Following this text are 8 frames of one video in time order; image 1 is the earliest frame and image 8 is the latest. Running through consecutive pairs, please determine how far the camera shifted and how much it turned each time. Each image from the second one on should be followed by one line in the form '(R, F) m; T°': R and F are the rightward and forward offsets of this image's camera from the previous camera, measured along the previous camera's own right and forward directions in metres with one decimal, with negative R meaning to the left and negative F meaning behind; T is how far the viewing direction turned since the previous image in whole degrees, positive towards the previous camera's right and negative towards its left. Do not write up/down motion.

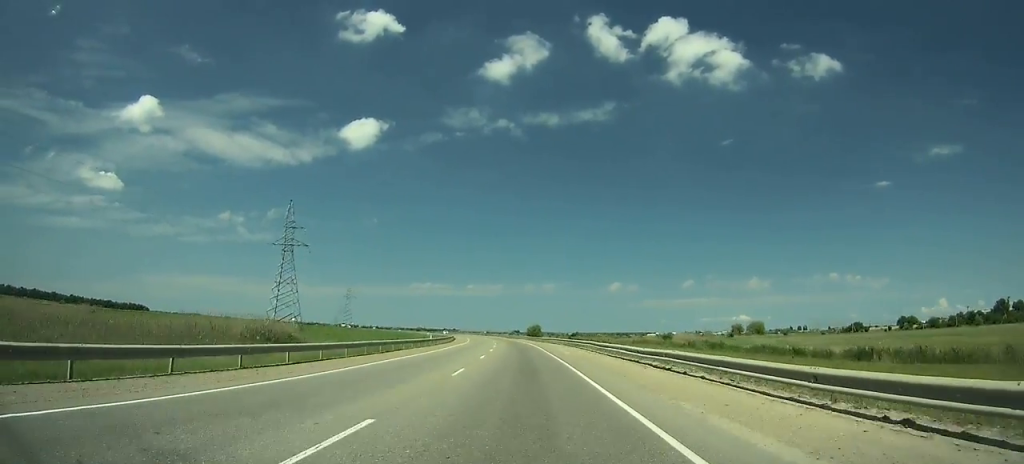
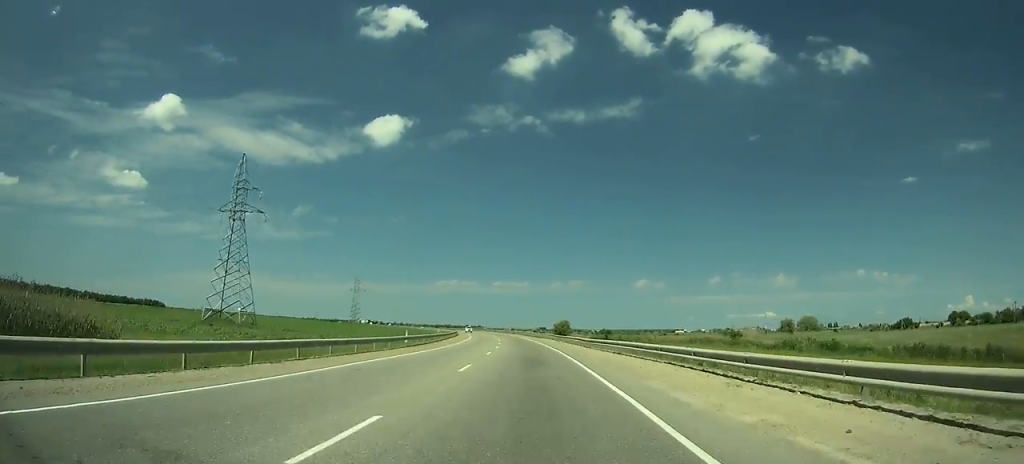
(-0.4, +36.4) m; -2°
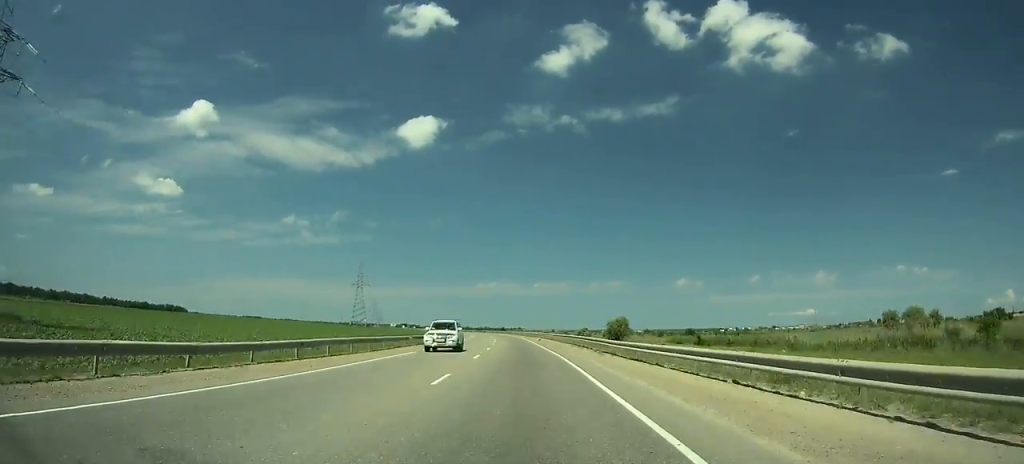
(-2.8, +64.7) m; -5°
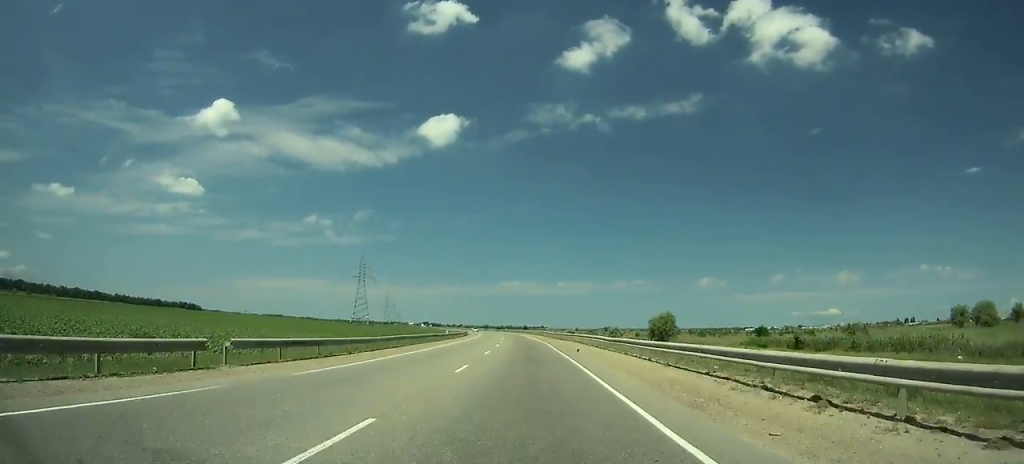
(-0.7, +32.7) m; -2°
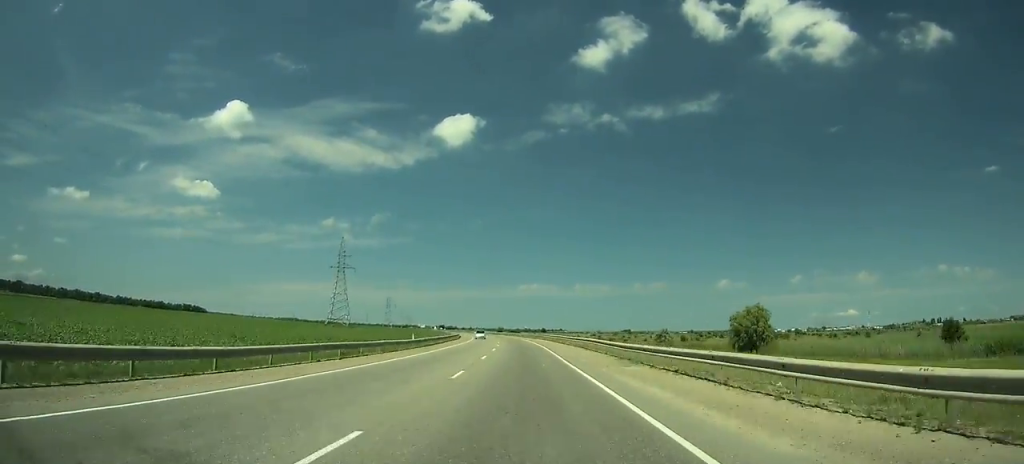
(-1.2, +49.3) m; -3°
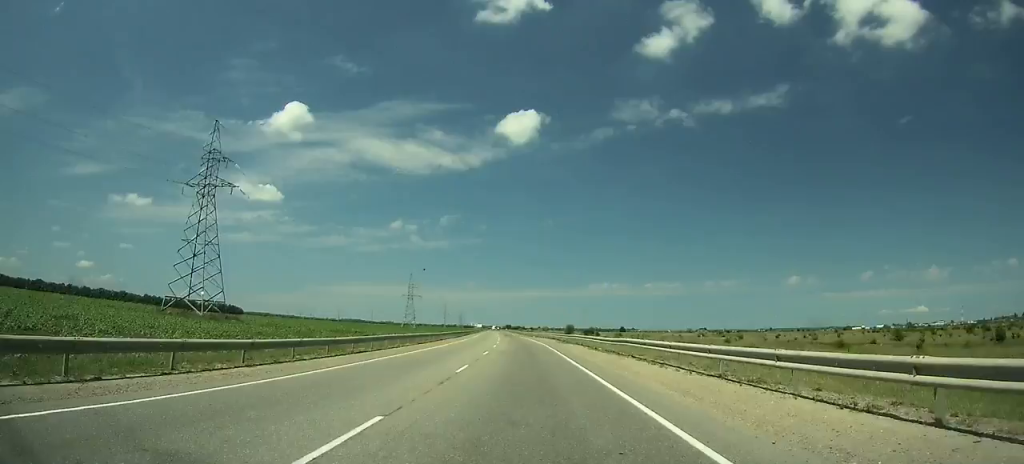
(-6.4, +120.6) m; -6°
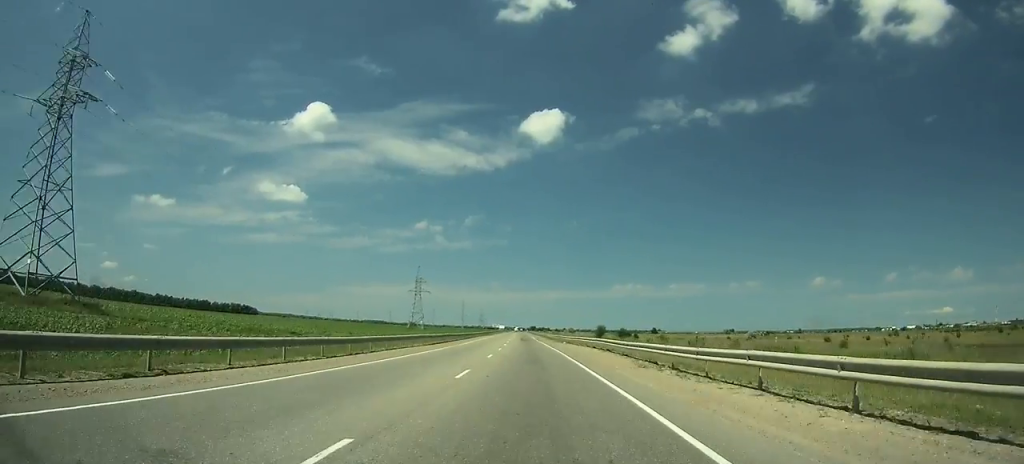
(-0.4, +38.0) m; -2°
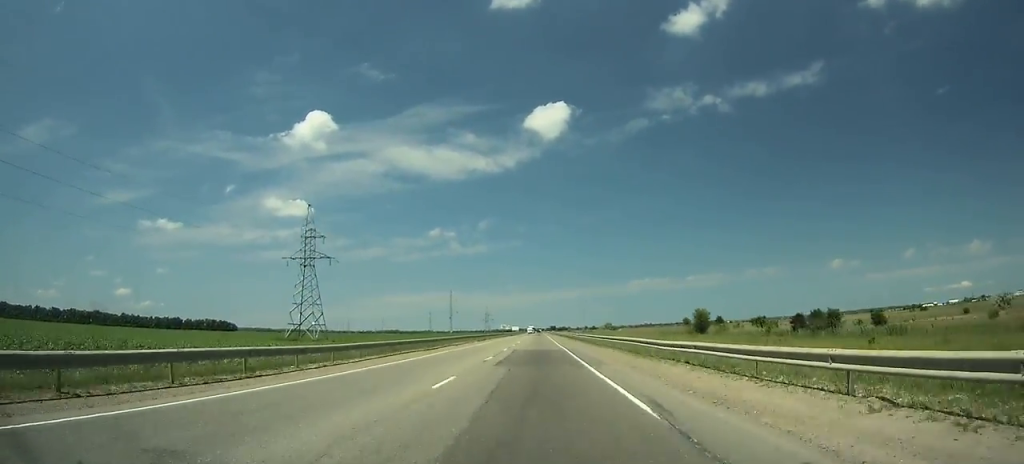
(-4.4, +135.1) m; -2°
